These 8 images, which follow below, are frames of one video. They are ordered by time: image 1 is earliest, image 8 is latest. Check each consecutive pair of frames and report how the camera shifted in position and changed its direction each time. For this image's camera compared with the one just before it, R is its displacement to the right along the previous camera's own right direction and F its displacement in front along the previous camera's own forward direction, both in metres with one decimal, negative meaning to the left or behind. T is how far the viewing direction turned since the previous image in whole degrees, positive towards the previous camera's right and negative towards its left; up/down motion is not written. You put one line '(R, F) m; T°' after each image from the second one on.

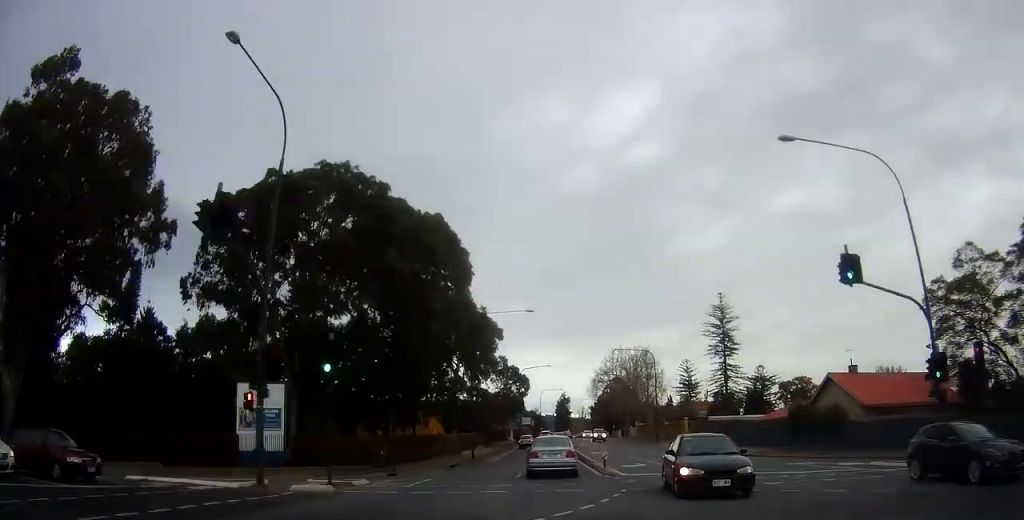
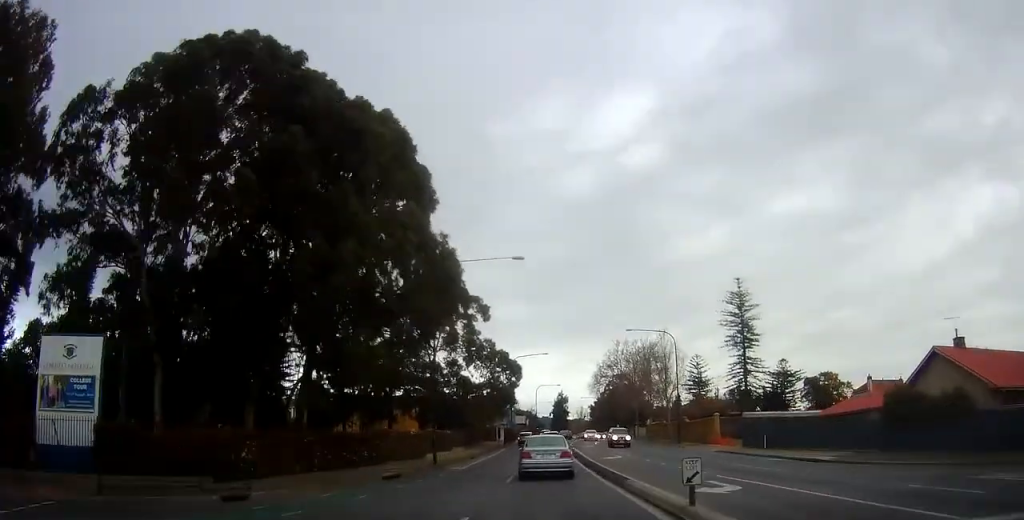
(-0.2, +14.7) m; +1°
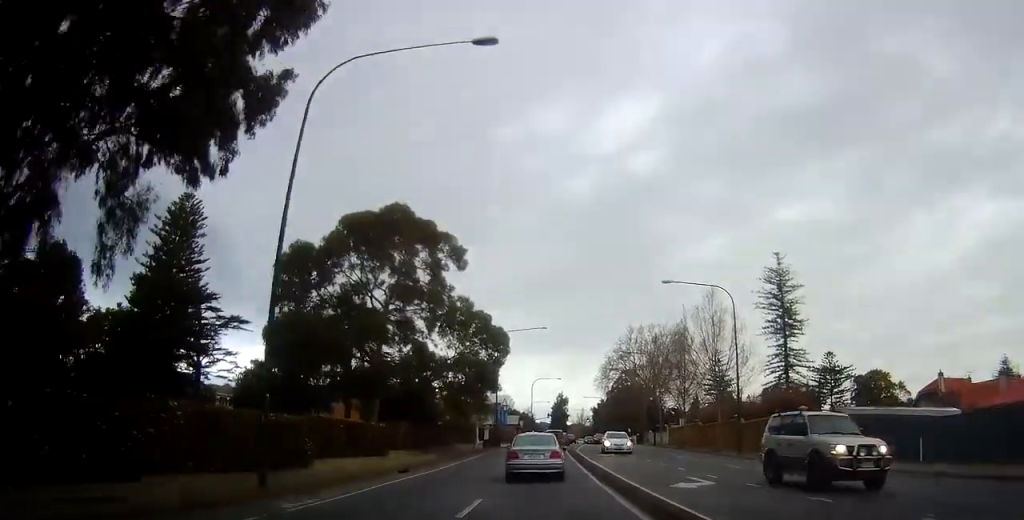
(+0.1, +20.9) m; -1°
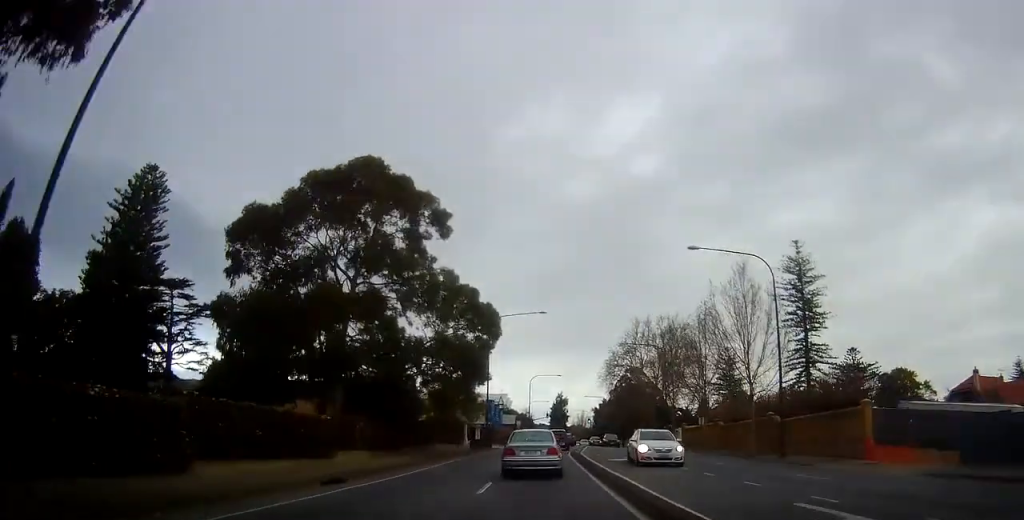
(-0.2, +8.2) m; 0°
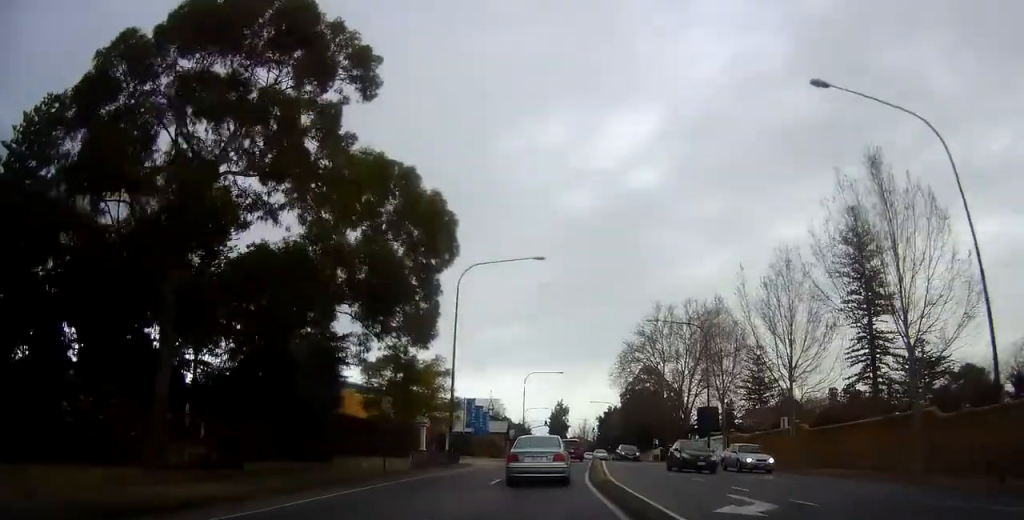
(+0.8, +19.2) m; +2°
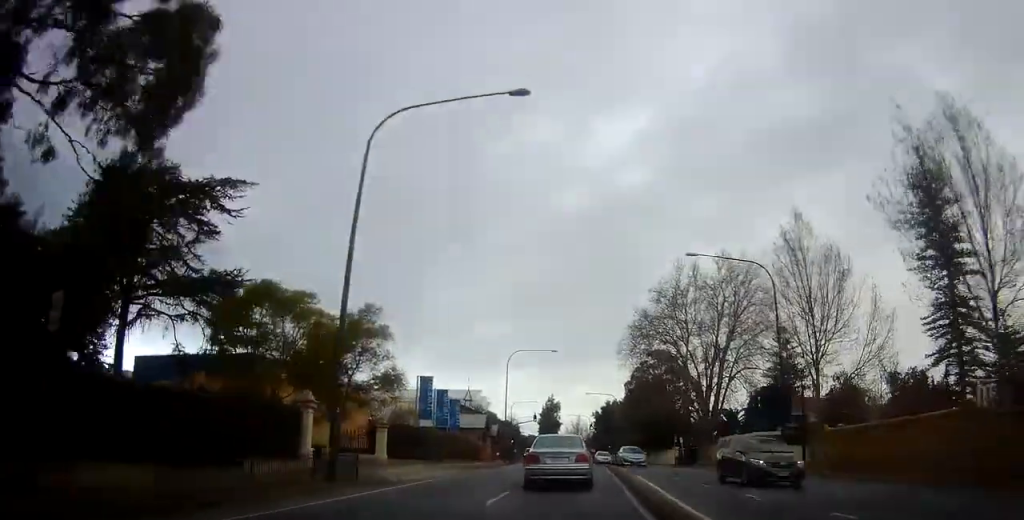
(-0.5, +18.3) m; -1°
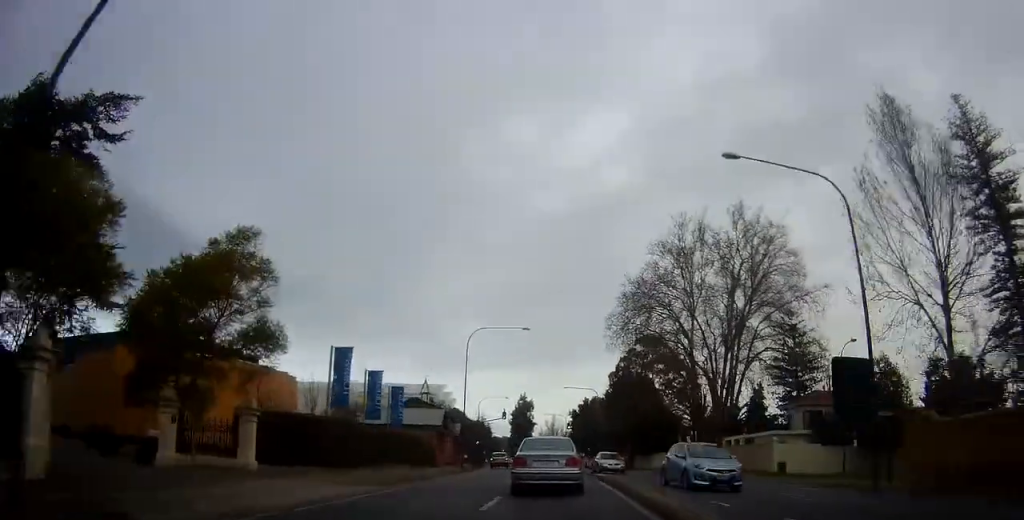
(+0.3, +12.7) m; +2°
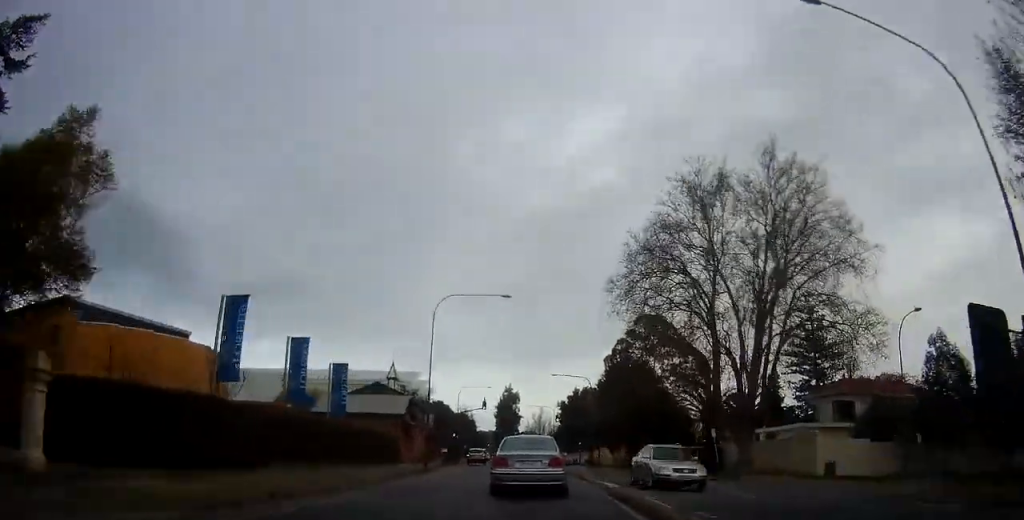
(+0.2, +10.1) m; +1°
